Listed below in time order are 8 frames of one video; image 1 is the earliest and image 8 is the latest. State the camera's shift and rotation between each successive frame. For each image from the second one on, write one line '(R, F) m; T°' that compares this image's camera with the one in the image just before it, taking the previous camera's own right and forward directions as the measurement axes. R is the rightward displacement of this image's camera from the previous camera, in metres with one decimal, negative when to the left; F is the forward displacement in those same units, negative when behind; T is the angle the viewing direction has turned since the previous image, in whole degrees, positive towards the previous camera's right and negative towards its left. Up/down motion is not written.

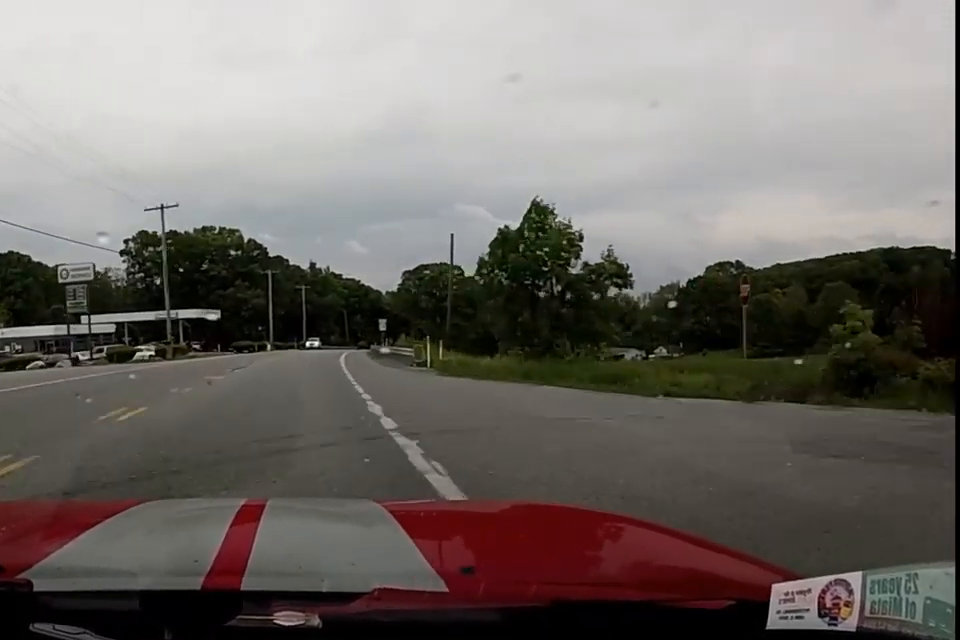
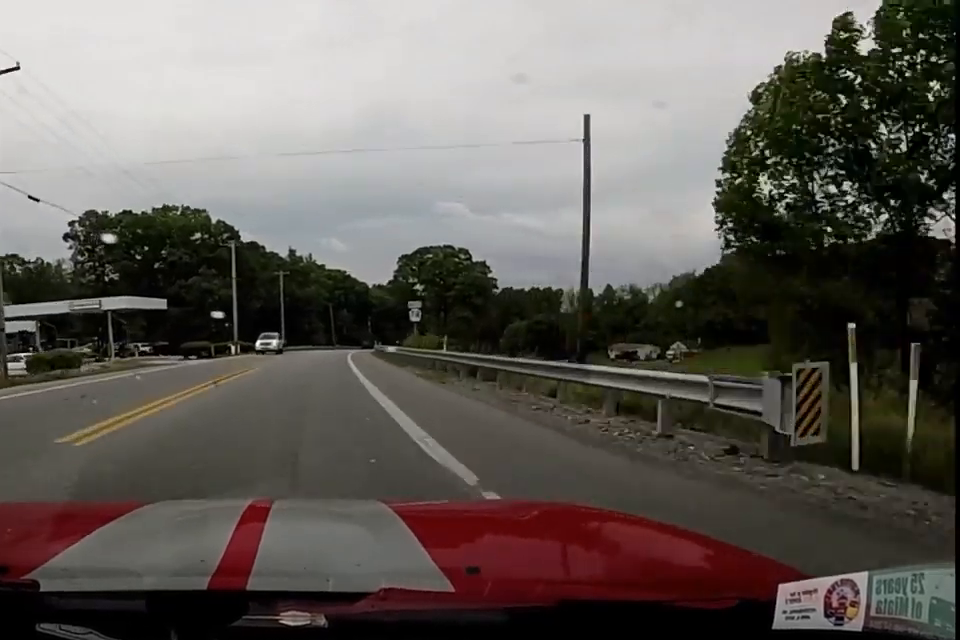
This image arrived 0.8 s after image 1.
(+0.5, +21.1) m; +2°
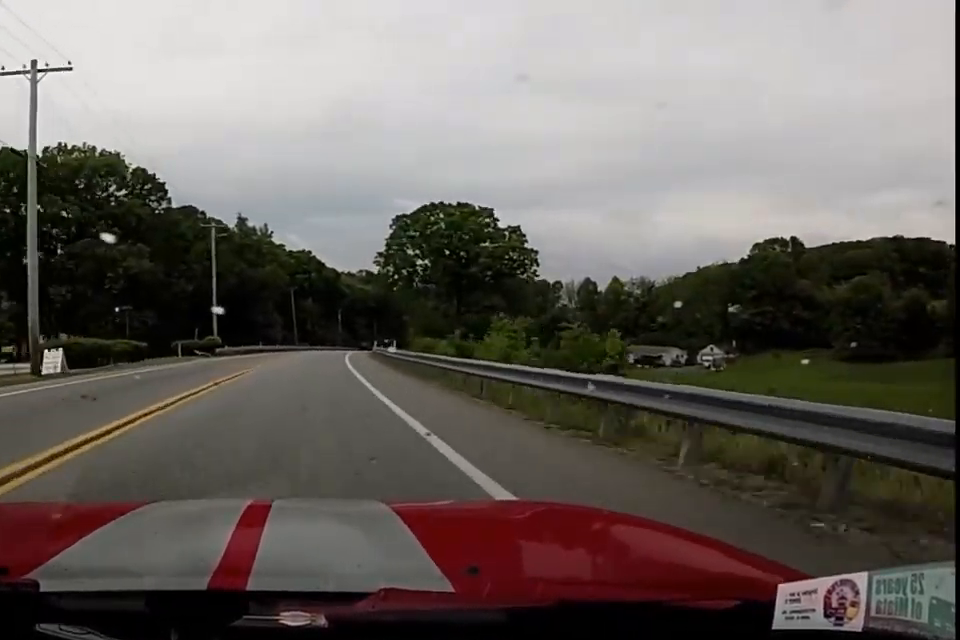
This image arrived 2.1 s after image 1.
(0.0, +35.6) m; 0°
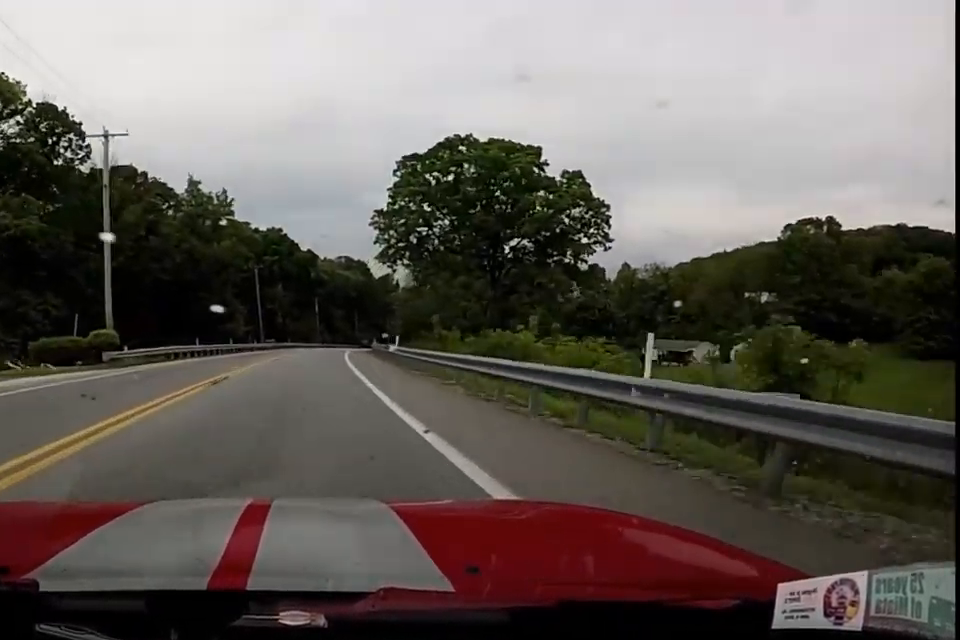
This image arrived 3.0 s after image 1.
(0.0, +24.4) m; +1°
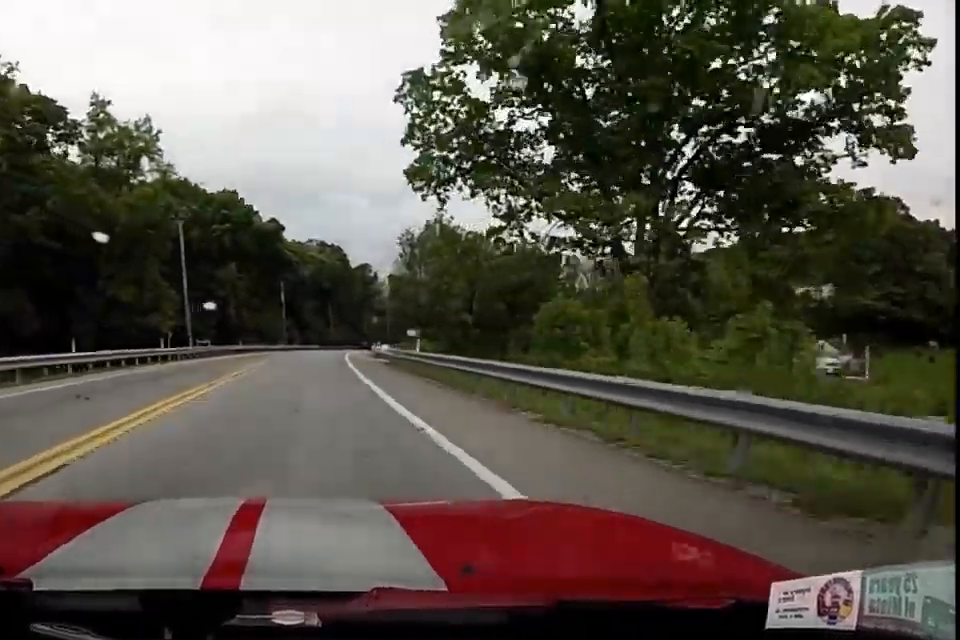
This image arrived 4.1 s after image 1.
(+0.8, +30.2) m; +4°
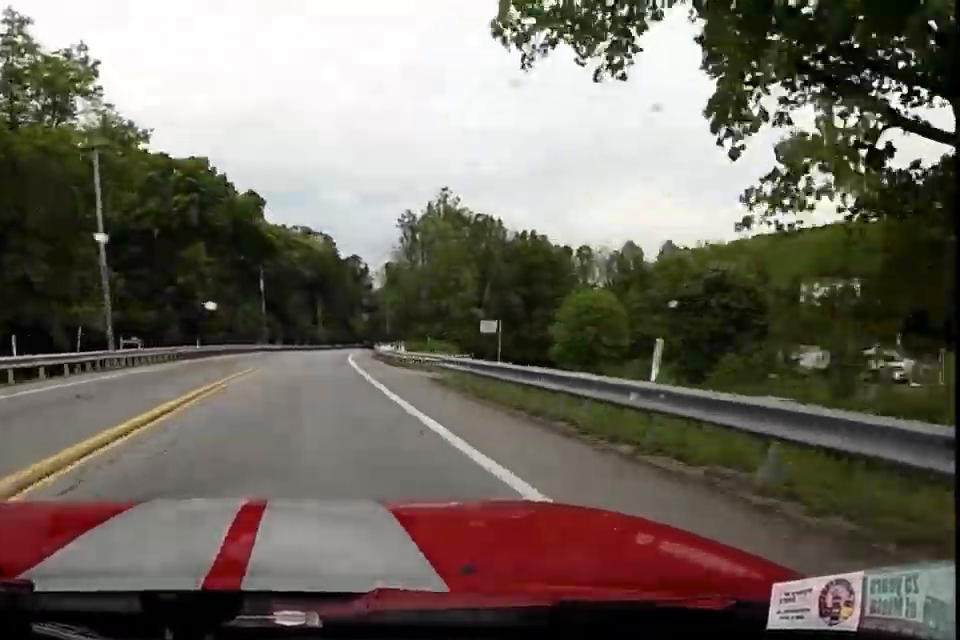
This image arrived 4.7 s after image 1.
(+0.3, +15.7) m; +2°
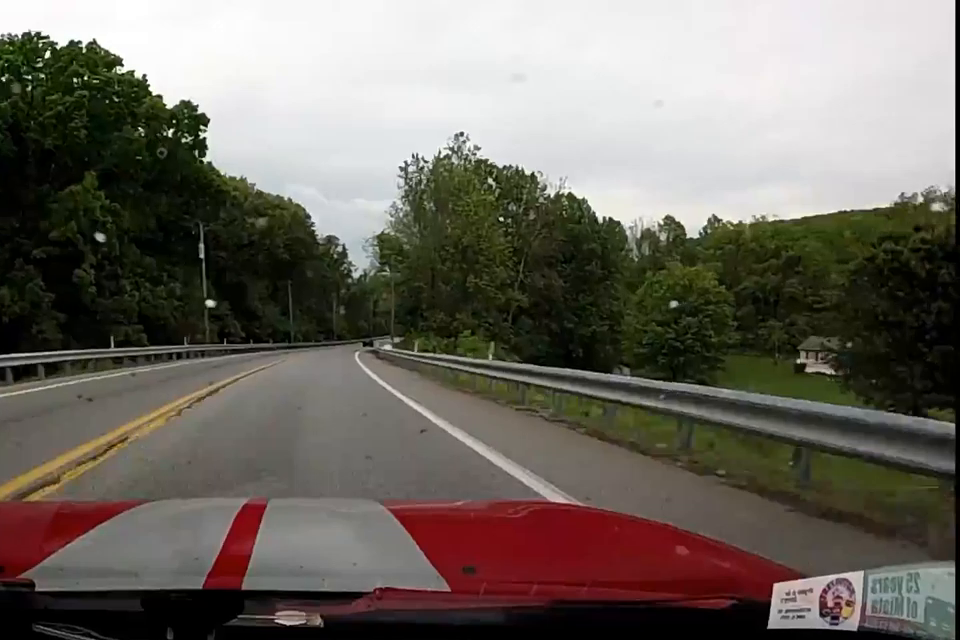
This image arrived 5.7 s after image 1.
(+0.9, +26.9) m; +3°
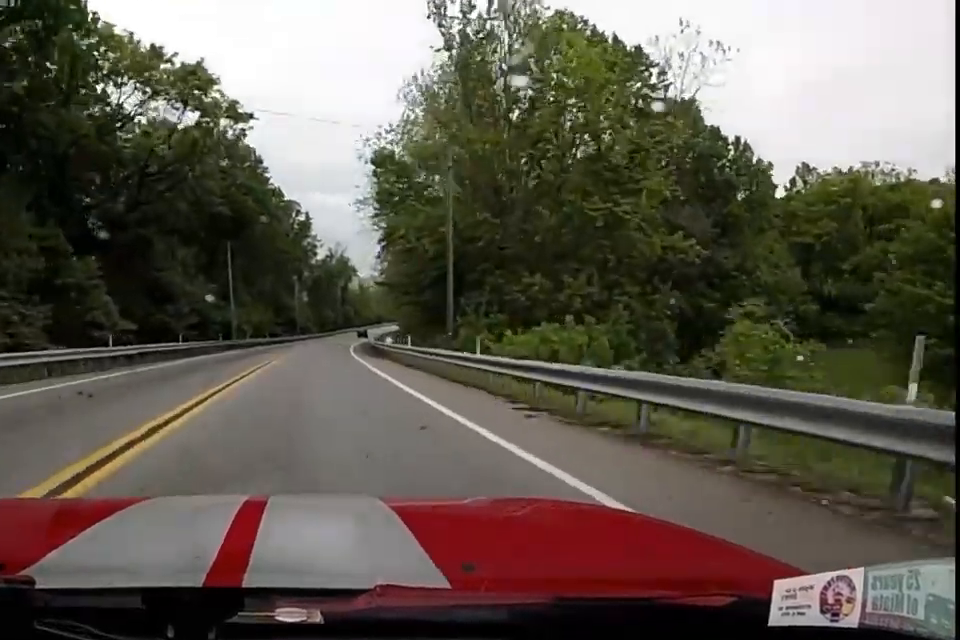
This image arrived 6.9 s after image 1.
(+2.2, +33.2) m; +8°
